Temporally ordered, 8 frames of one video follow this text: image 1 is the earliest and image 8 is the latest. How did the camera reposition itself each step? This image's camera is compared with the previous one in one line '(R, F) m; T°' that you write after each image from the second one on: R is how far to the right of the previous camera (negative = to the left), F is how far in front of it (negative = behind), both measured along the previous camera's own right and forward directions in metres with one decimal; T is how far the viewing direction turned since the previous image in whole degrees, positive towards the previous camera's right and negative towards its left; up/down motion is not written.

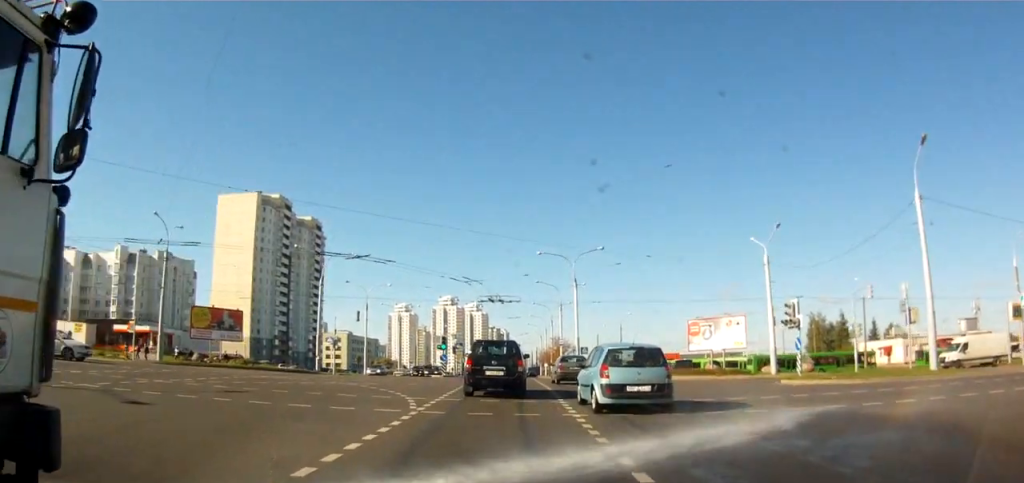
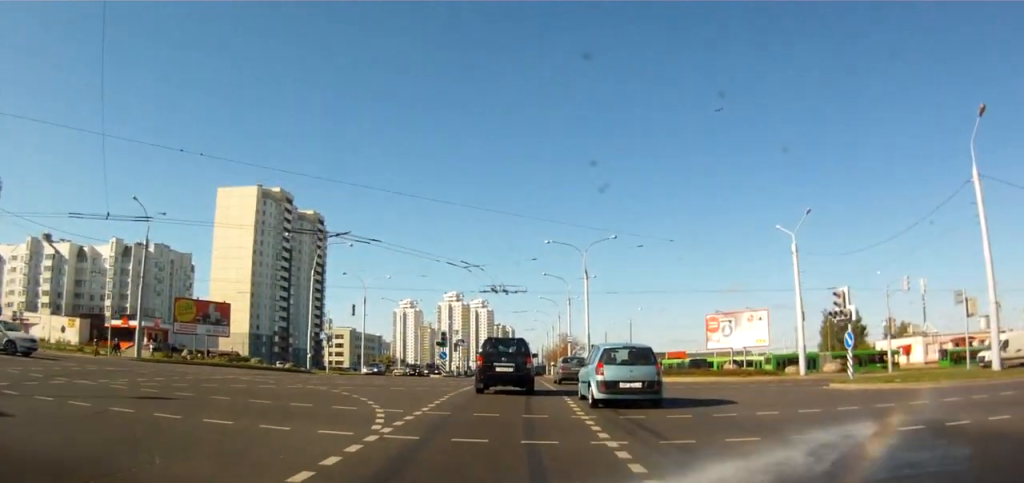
(0.0, +4.3) m; 0°
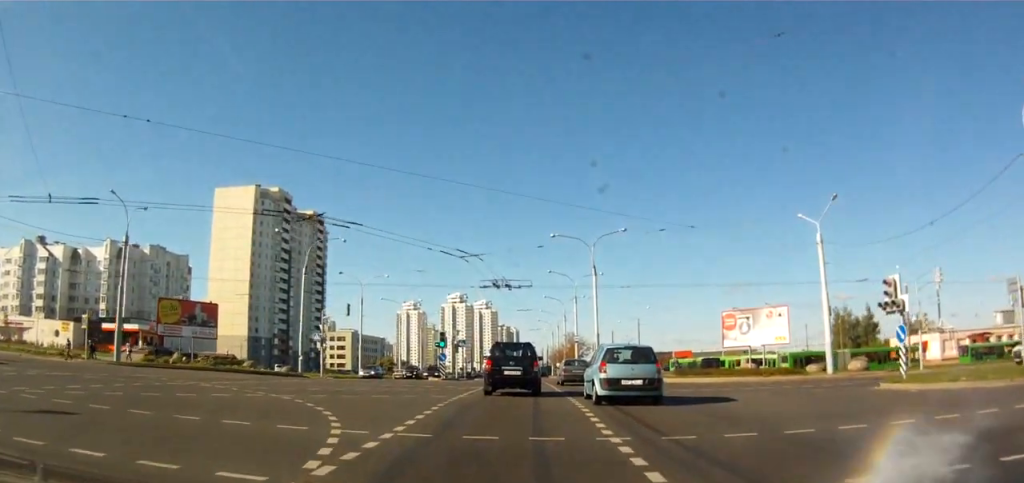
(0.0, +3.5) m; 0°
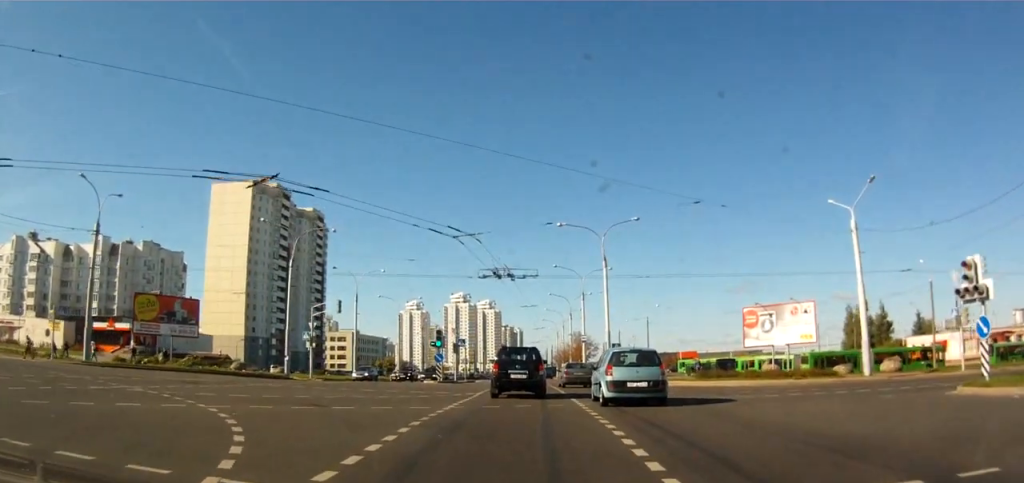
(0.0, +4.5) m; -2°
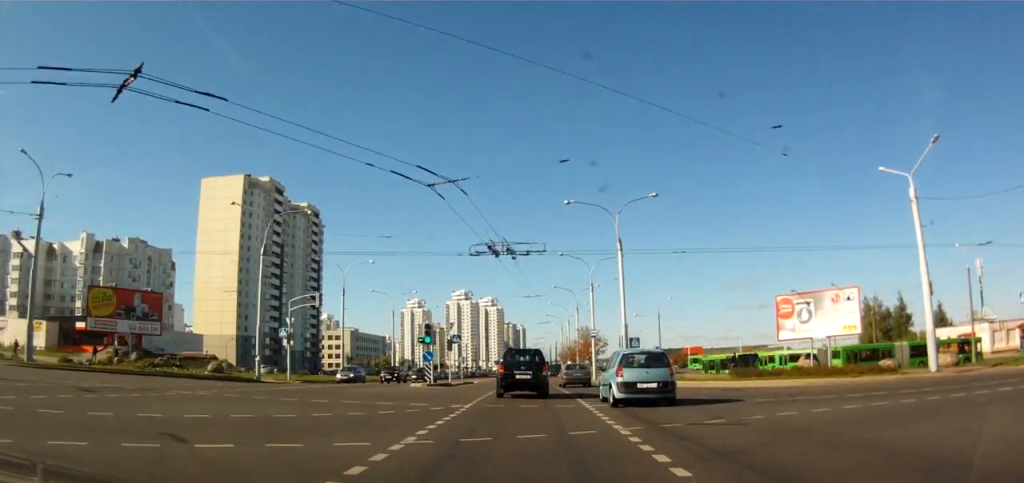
(-0.1, +6.2) m; -2°
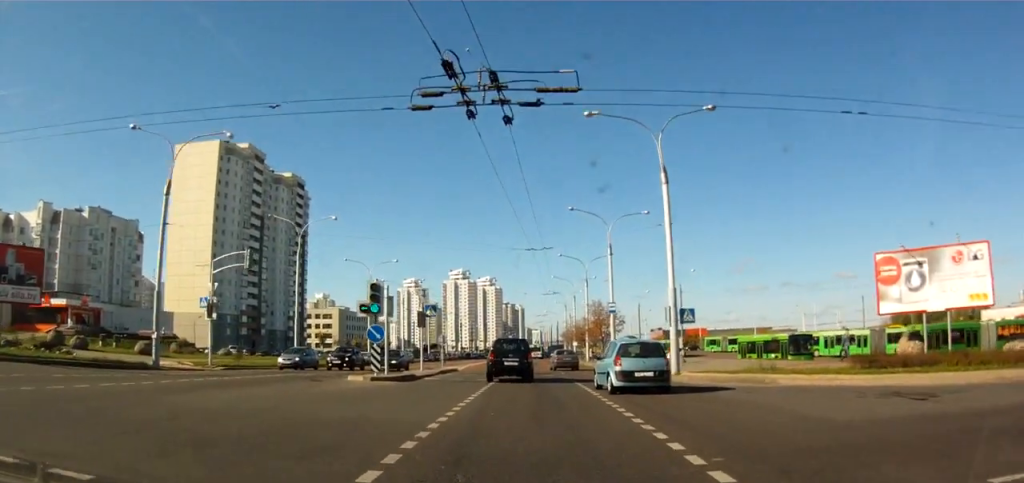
(-0.4, +13.4) m; -2°
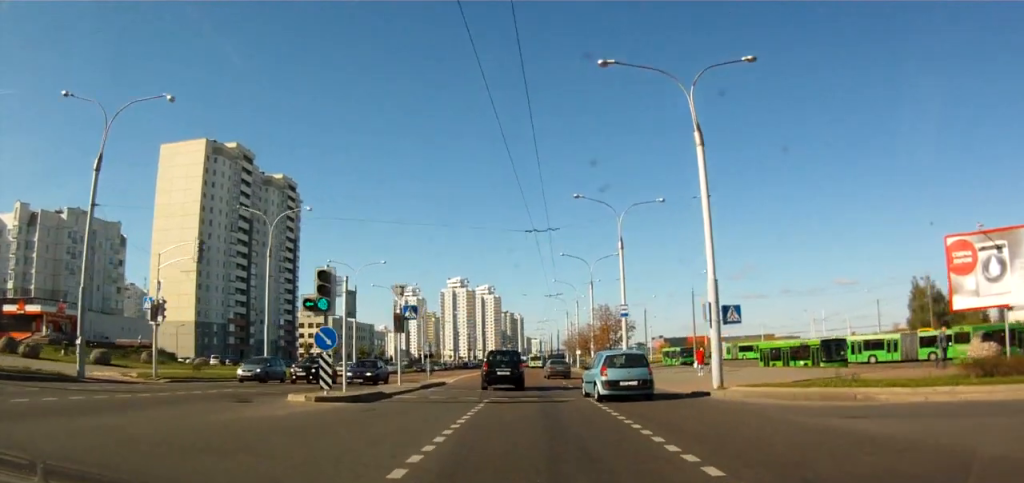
(0.0, +6.7) m; 0°
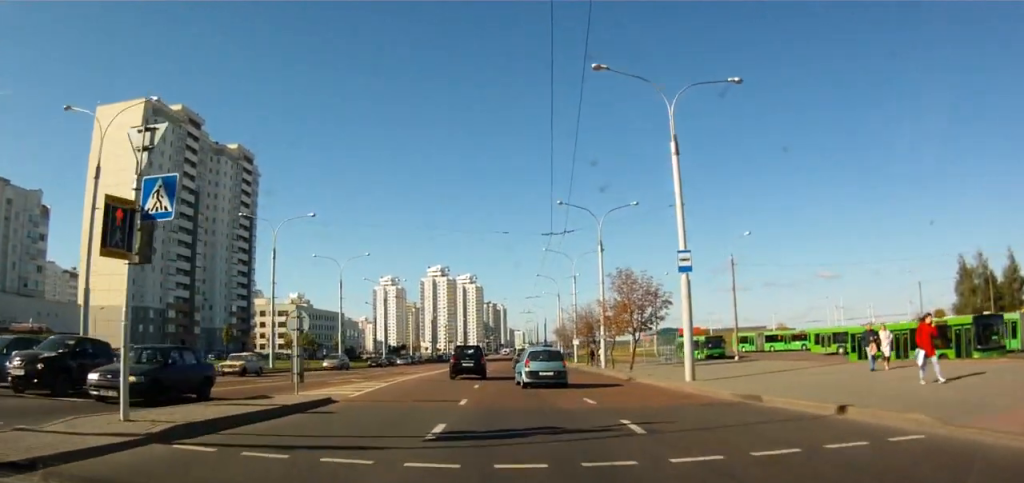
(0.0, +20.7) m; 0°
